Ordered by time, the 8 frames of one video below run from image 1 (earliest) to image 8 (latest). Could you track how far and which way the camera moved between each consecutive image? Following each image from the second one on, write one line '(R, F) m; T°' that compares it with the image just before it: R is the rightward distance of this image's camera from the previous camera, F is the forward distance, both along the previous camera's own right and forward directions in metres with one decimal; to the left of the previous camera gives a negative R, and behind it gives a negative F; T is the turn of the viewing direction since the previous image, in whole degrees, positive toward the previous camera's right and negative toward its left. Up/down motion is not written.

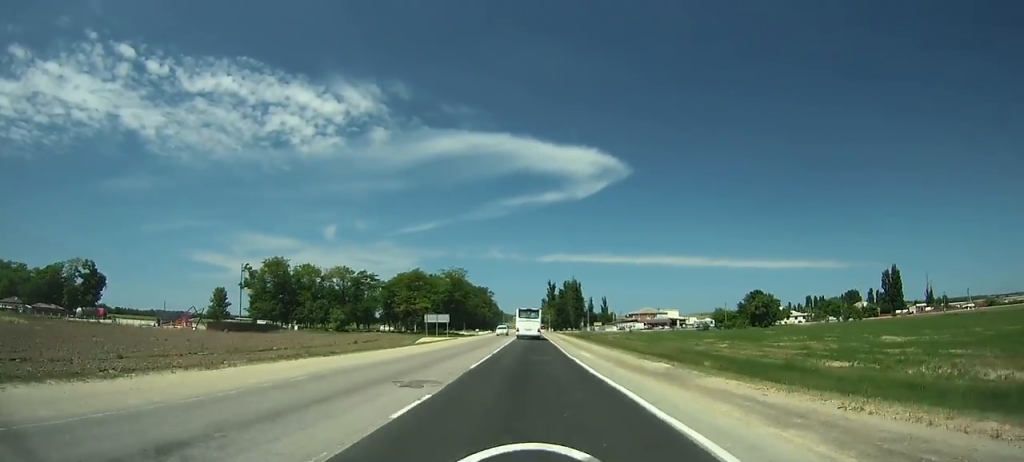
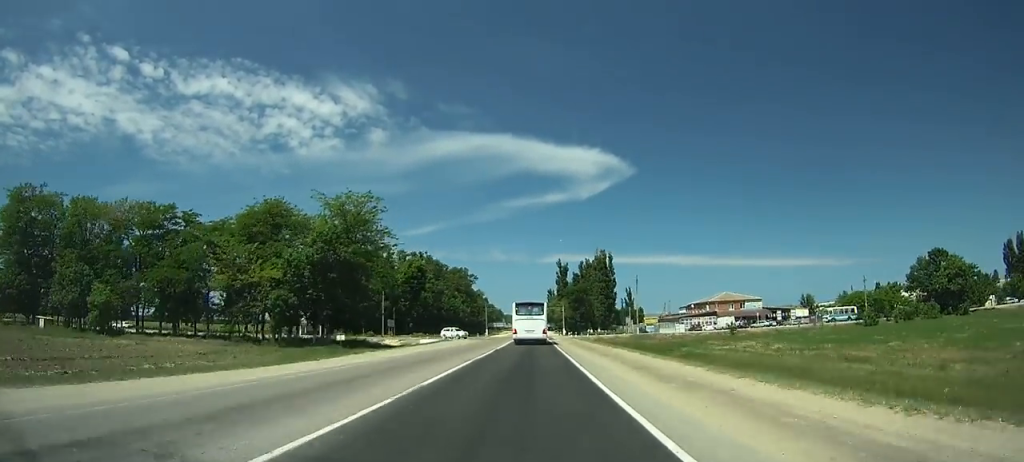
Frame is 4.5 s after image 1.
(+0.3, +75.6) m; 0°
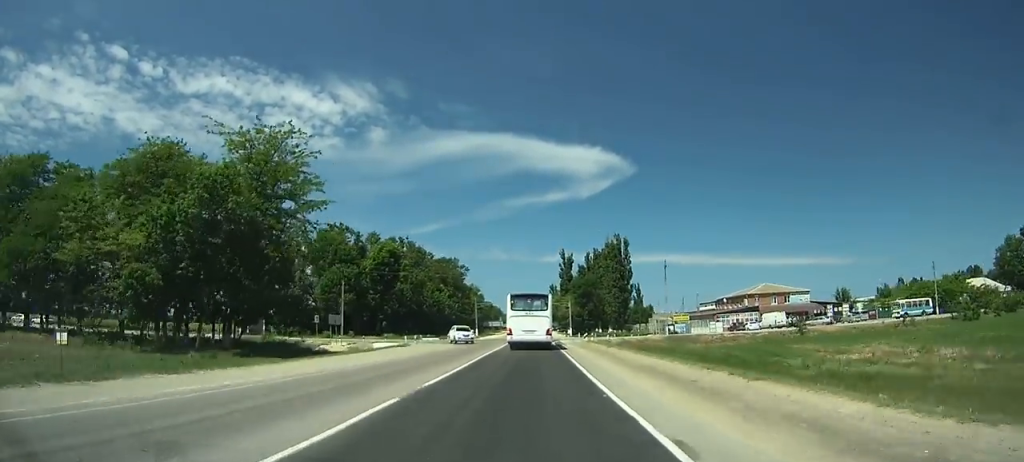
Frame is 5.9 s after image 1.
(0.0, +19.4) m; 0°
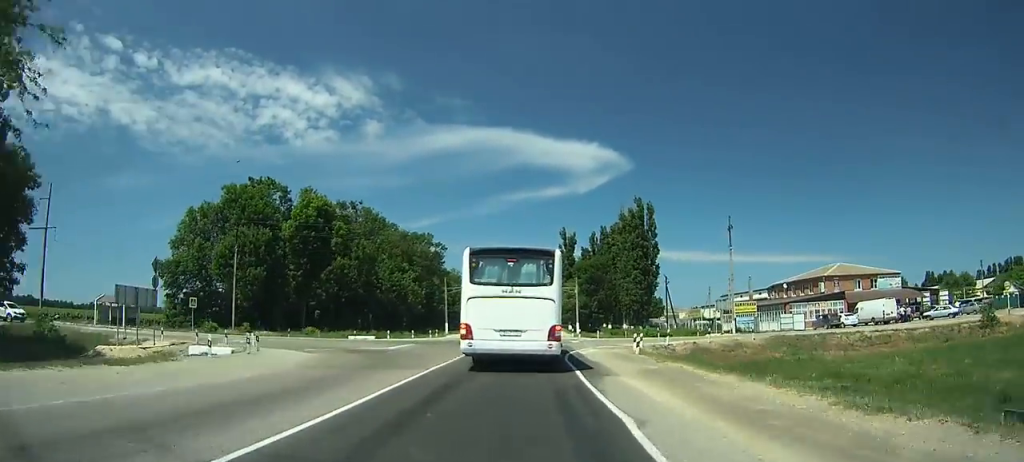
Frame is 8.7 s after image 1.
(0.0, +26.0) m; 0°
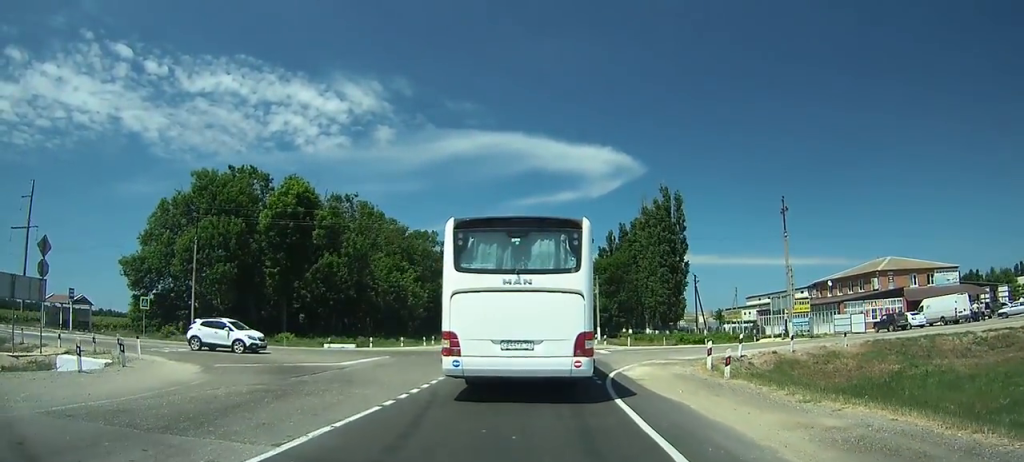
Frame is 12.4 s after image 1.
(0.0, +20.1) m; 0°
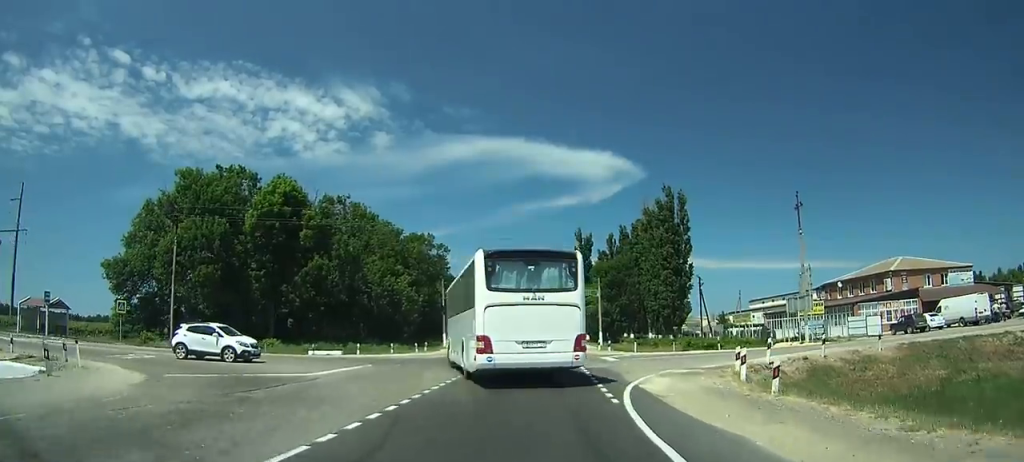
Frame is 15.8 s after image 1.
(-0.1, +13.2) m; -1°
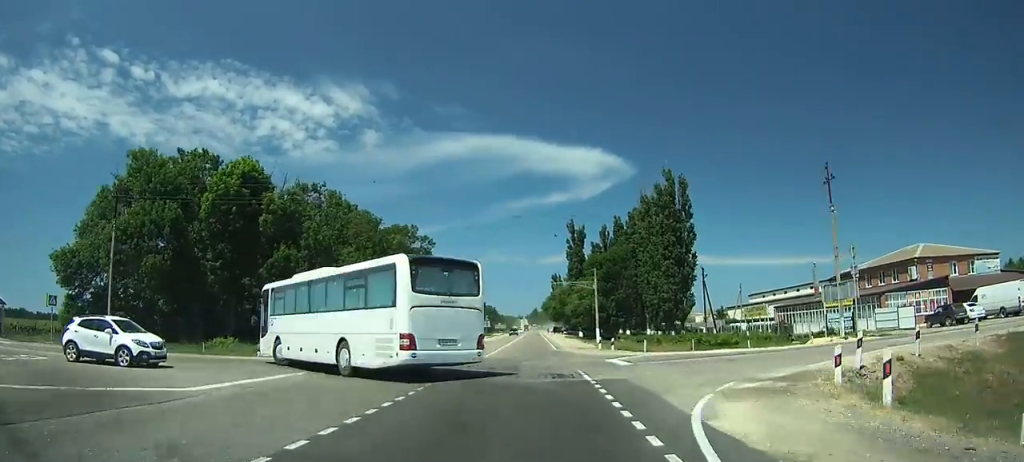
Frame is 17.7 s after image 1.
(-0.1, +8.2) m; 0°
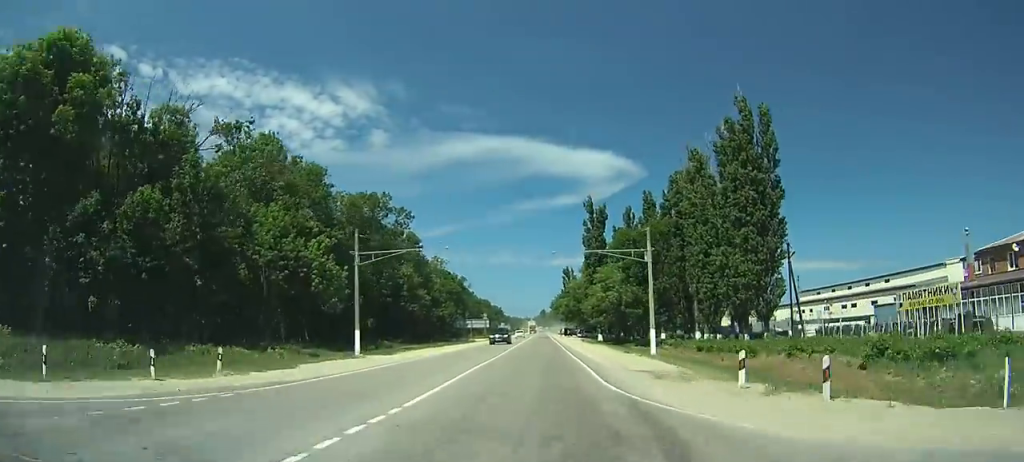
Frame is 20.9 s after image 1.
(+0.1, +23.5) m; +1°
